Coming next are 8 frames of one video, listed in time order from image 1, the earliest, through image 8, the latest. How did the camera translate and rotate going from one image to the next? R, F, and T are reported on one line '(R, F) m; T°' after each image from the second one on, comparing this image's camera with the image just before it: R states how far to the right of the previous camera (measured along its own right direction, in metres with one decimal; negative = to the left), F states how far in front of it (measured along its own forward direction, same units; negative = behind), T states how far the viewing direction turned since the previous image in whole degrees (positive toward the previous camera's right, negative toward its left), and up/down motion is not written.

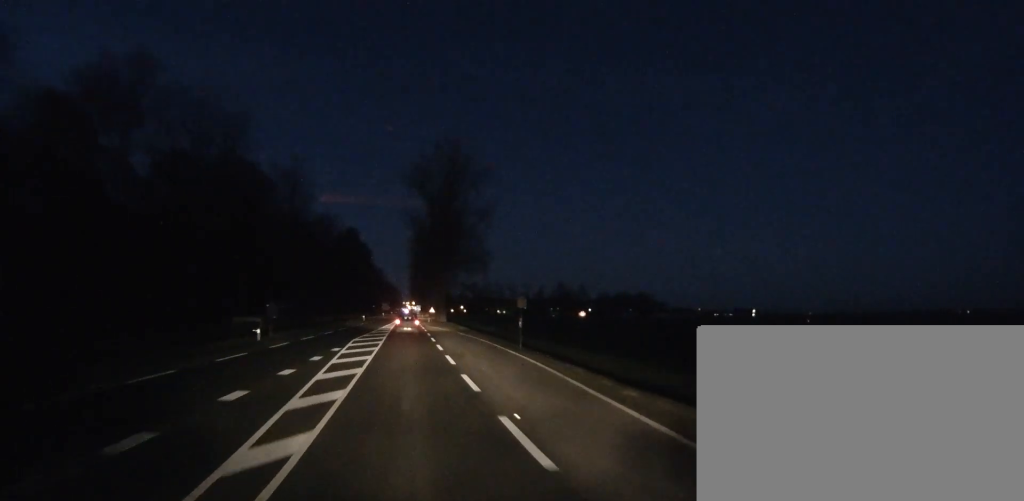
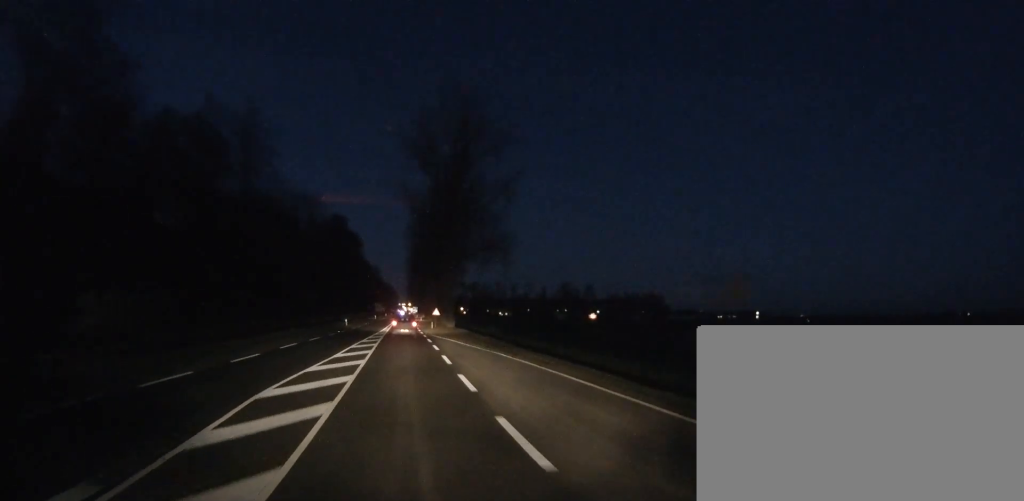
(0.0, +18.1) m; 0°
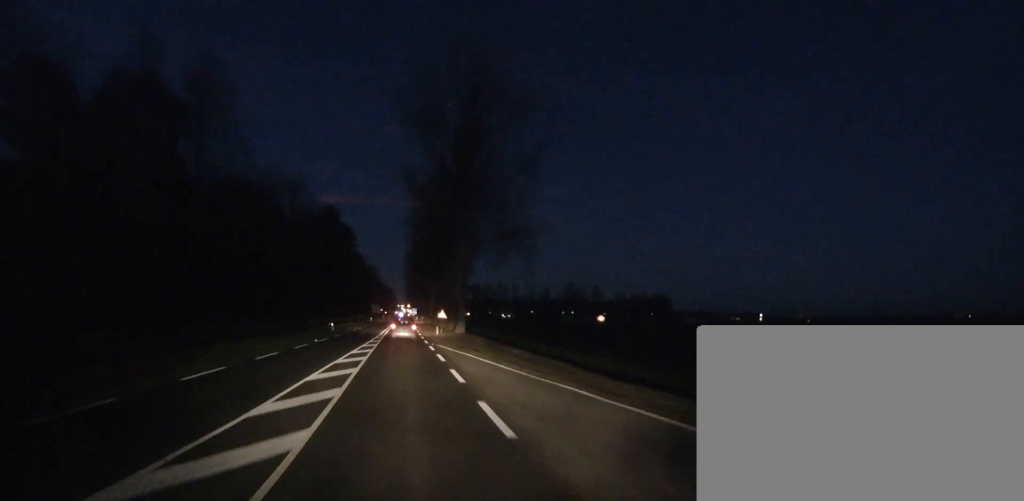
(0.0, +10.4) m; 0°
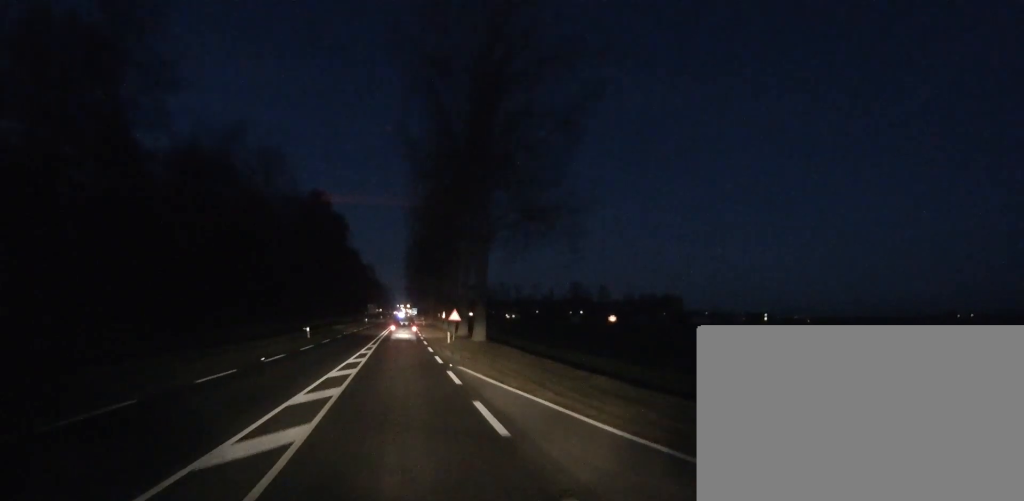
(0.0, +11.8) m; 0°
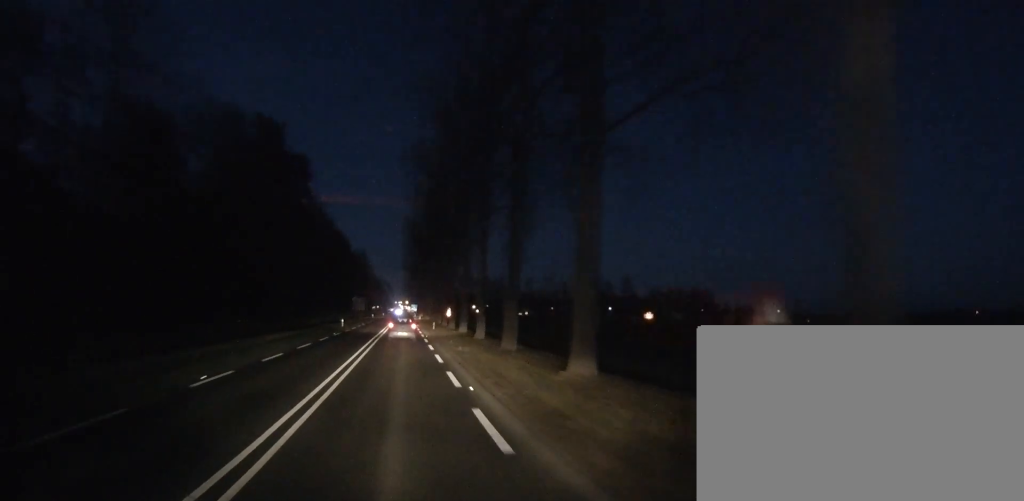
(0.0, +31.7) m; 0°
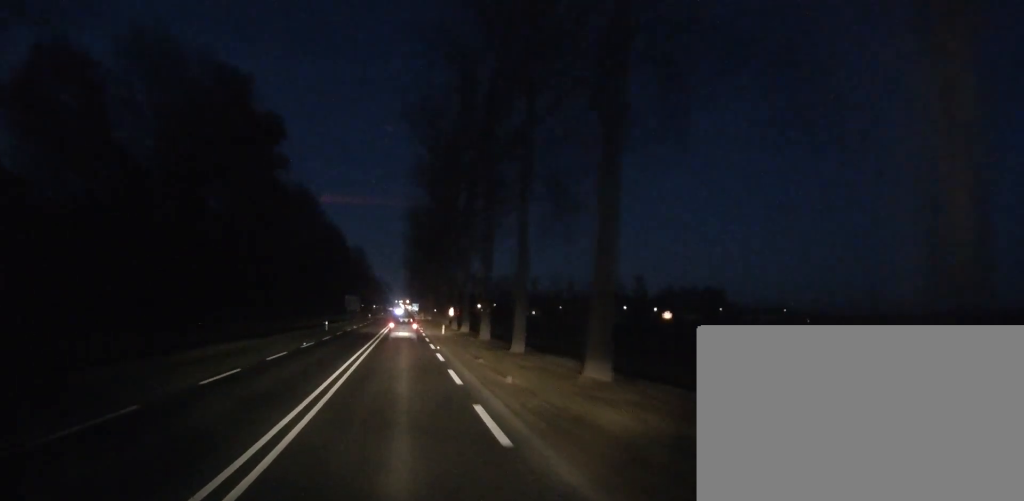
(0.0, +11.9) m; 0°
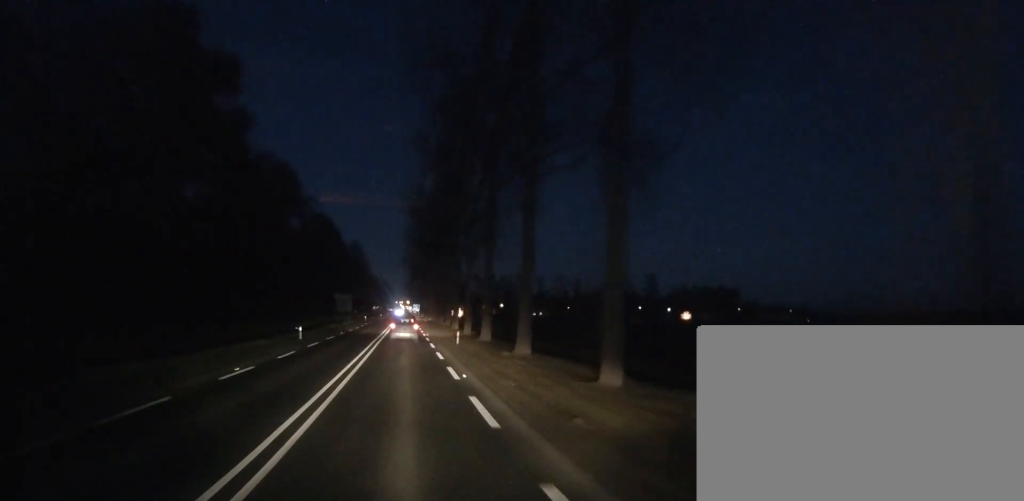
(0.0, +11.0) m; 0°
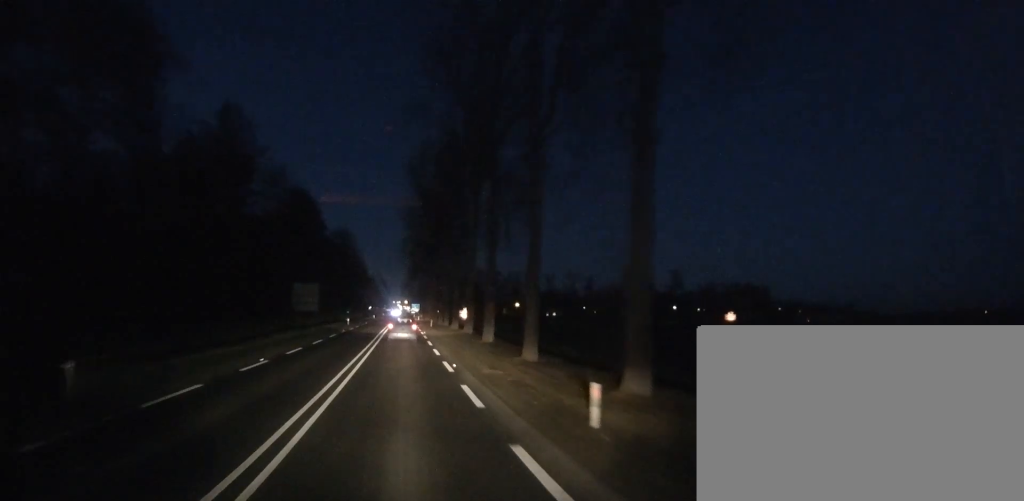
(0.0, +22.4) m; 0°
